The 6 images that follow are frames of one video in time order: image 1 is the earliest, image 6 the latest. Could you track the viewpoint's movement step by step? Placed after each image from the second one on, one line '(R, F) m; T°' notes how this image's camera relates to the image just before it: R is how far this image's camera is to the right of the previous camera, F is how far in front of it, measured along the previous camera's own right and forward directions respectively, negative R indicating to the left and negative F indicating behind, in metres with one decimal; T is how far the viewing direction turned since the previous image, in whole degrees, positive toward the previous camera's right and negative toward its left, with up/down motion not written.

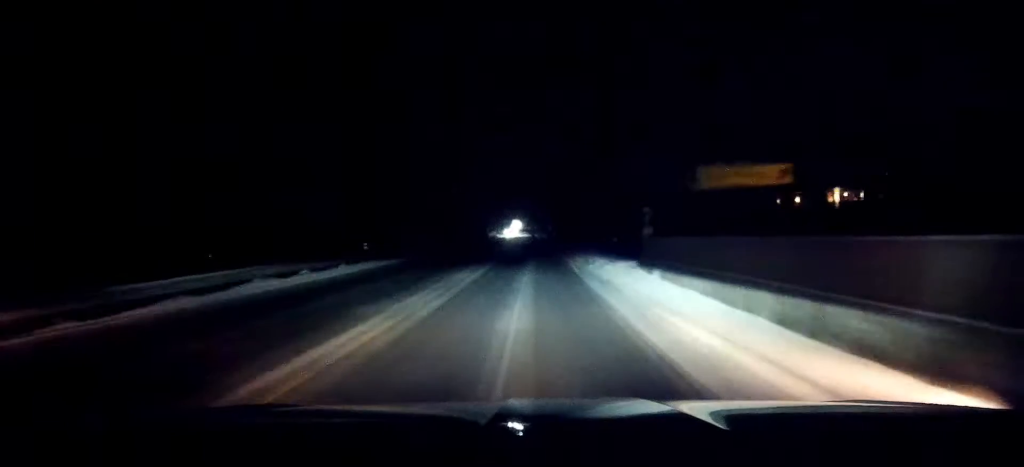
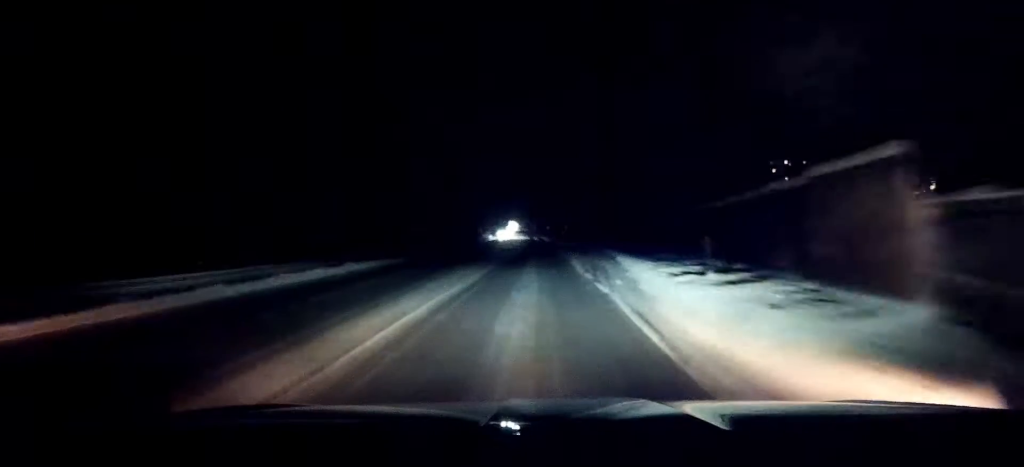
(+0.3, +14.3) m; 0°
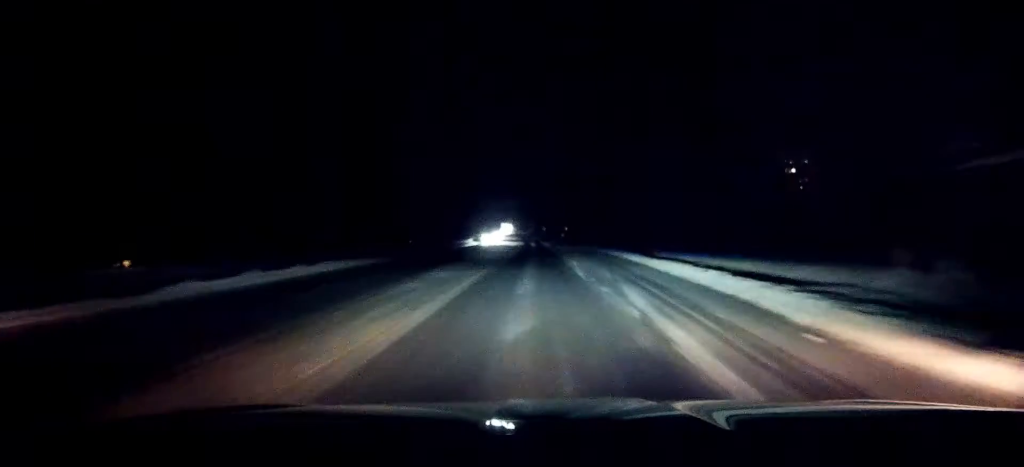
(-0.1, +20.8) m; 0°
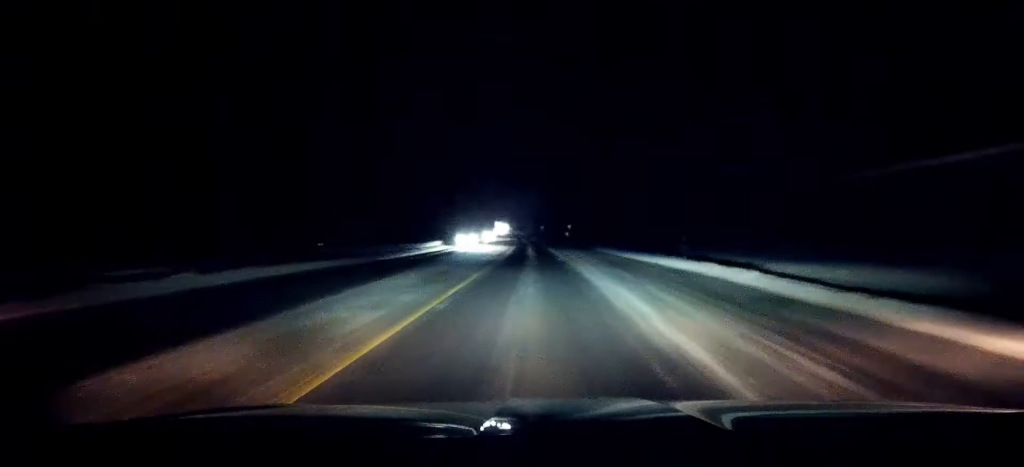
(-0.1, +19.4) m; 0°
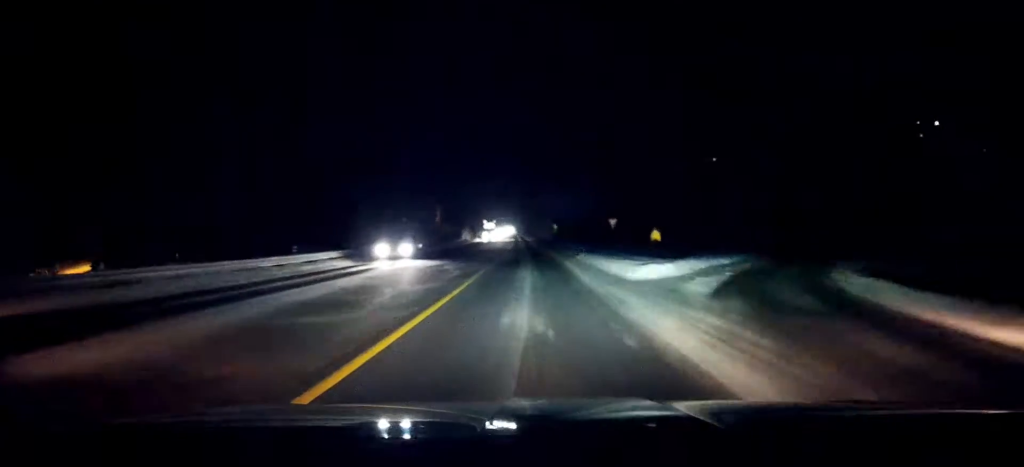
(+1.0, +52.2) m; 0°
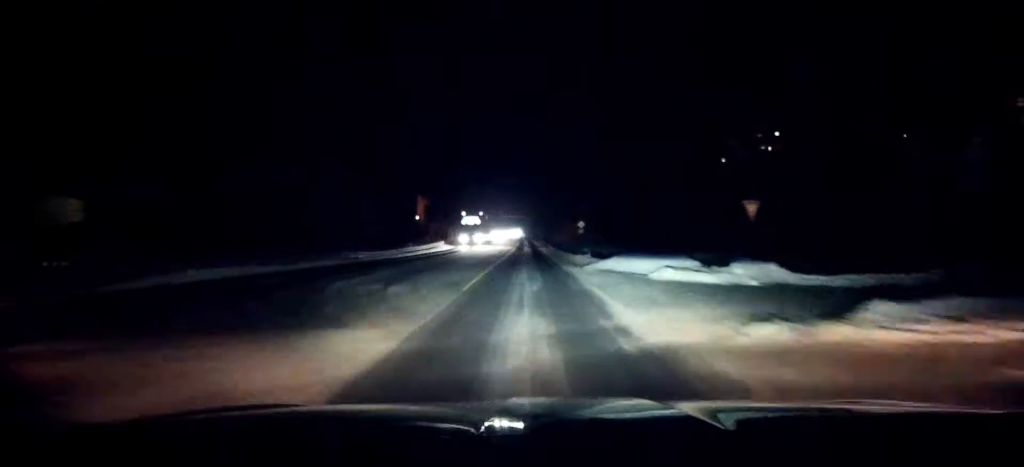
(-0.6, +33.1) m; -1°
